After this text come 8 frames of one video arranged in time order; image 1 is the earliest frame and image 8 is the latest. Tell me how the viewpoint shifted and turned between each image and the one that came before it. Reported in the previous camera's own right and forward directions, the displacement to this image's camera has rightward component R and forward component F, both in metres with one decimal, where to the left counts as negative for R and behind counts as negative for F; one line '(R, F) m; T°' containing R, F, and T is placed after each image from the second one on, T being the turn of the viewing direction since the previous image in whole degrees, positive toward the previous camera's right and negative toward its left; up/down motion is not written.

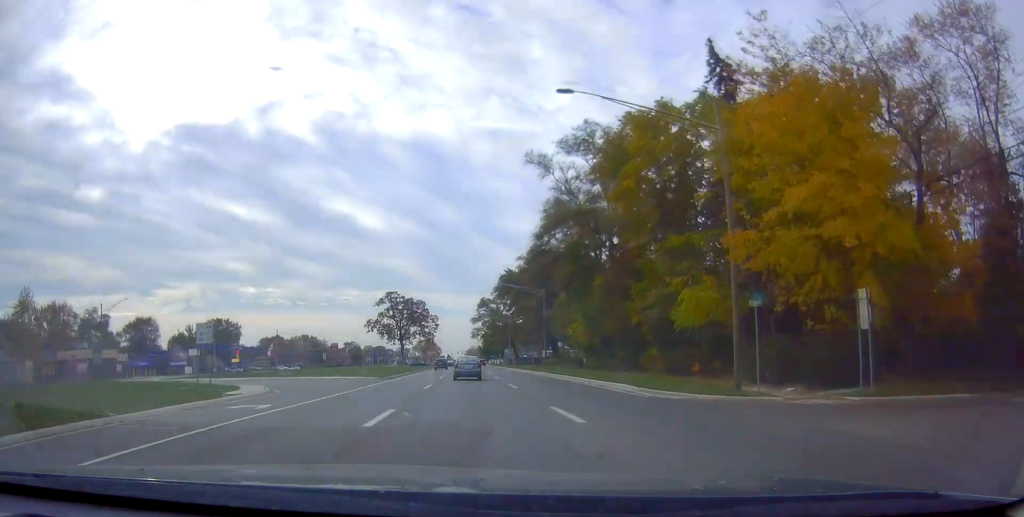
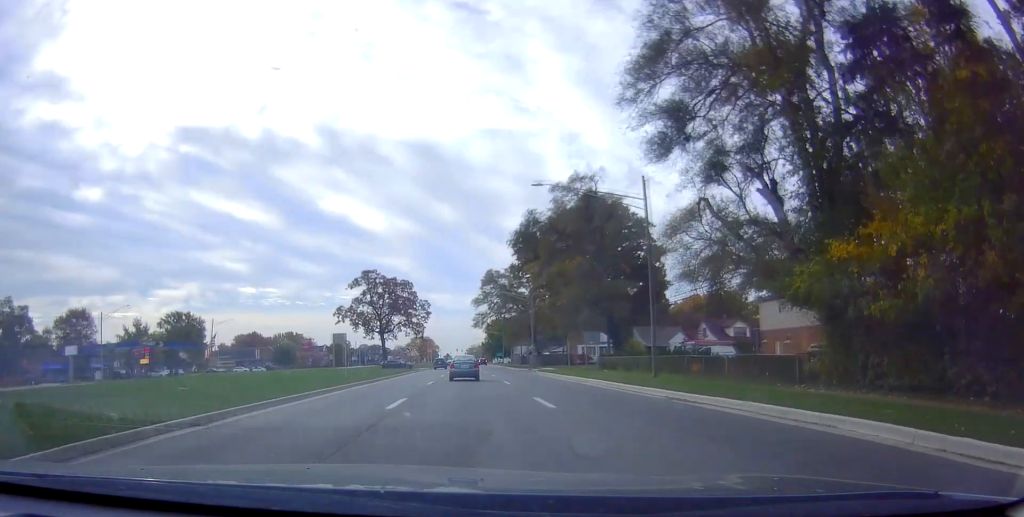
(+0.9, +40.7) m; +1°
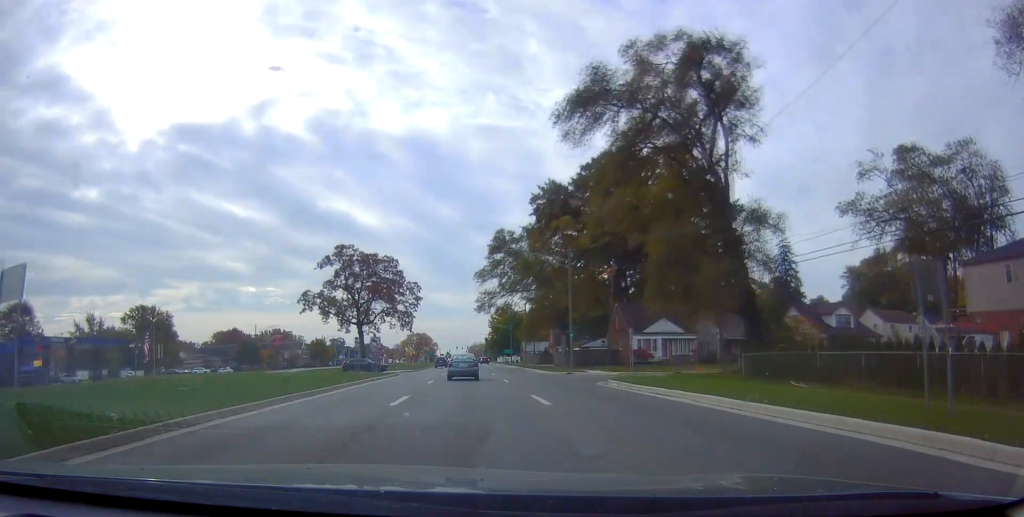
(-0.9, +28.5) m; -1°
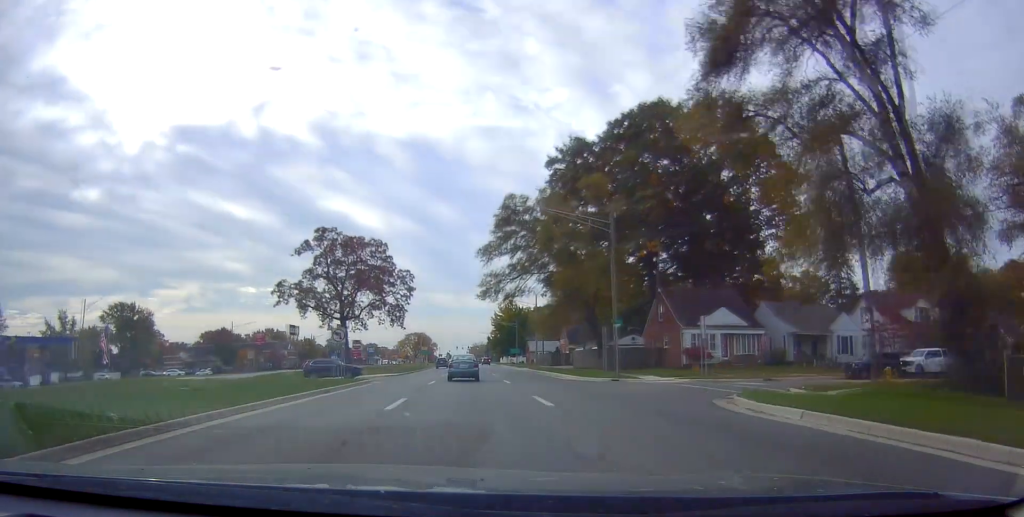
(+0.5, +14.8) m; +1°
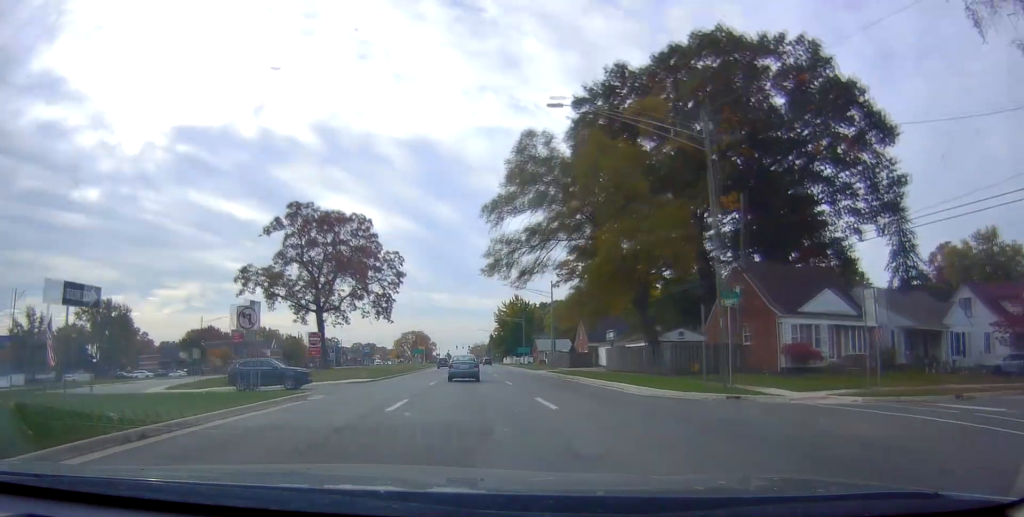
(+0.1, +15.4) m; 0°
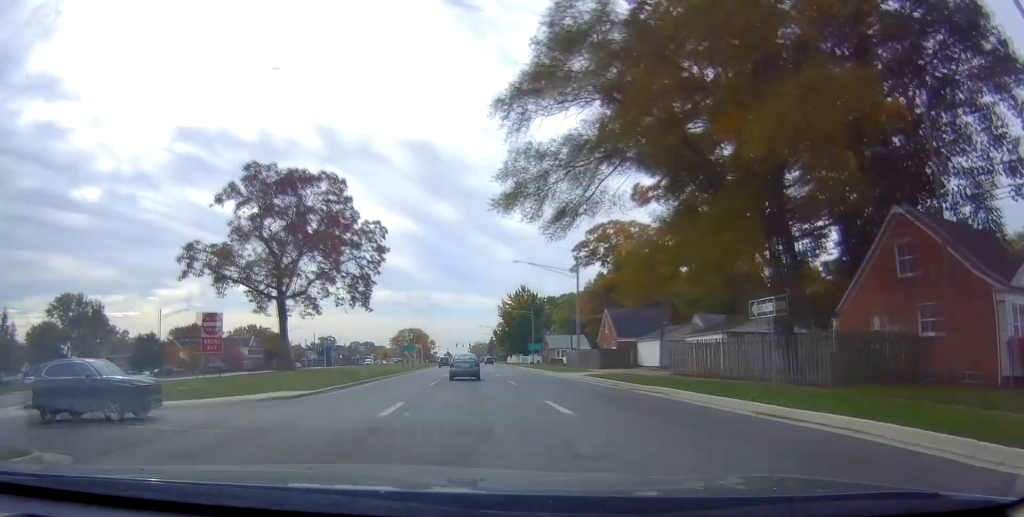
(-0.1, +16.7) m; 0°
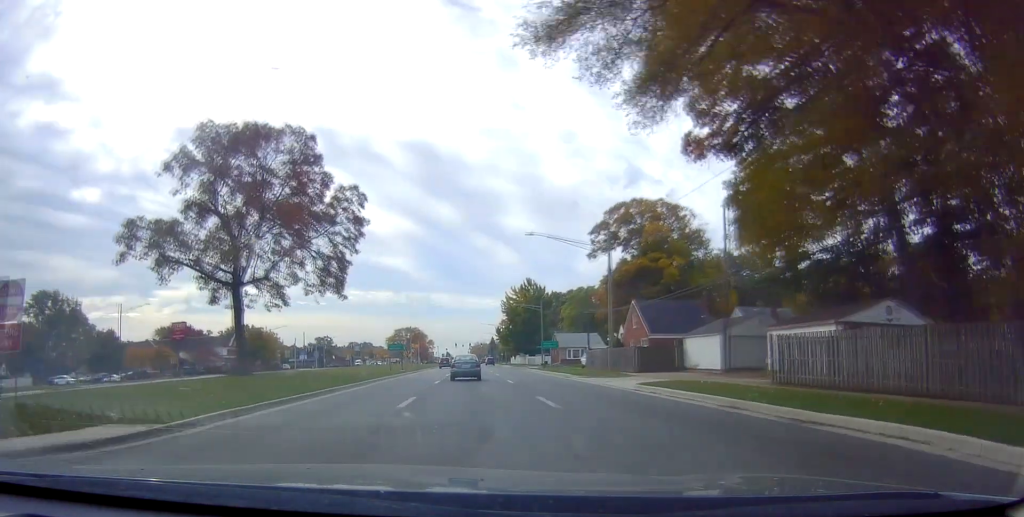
(+0.2, +12.7) m; +1°
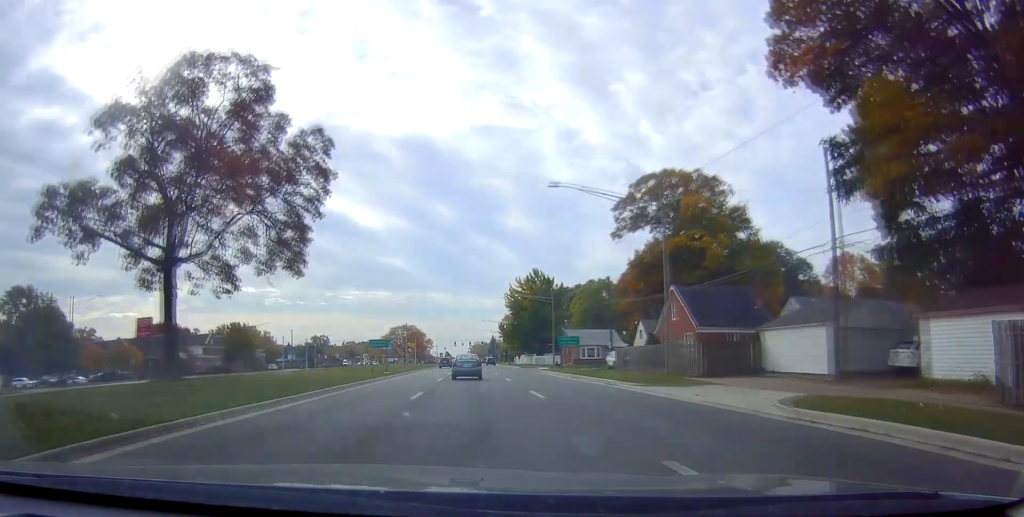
(0.0, +12.5) m; 0°
